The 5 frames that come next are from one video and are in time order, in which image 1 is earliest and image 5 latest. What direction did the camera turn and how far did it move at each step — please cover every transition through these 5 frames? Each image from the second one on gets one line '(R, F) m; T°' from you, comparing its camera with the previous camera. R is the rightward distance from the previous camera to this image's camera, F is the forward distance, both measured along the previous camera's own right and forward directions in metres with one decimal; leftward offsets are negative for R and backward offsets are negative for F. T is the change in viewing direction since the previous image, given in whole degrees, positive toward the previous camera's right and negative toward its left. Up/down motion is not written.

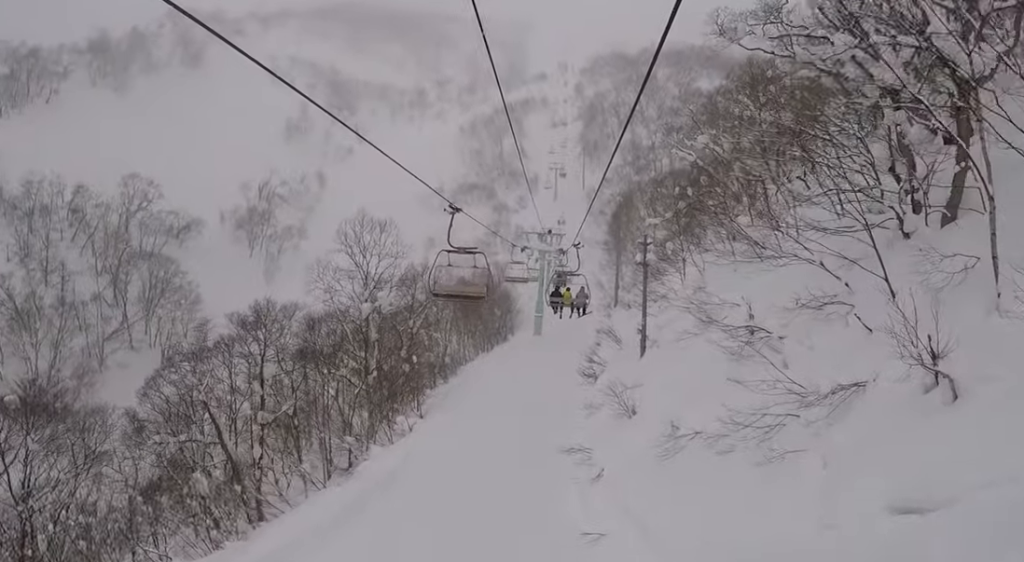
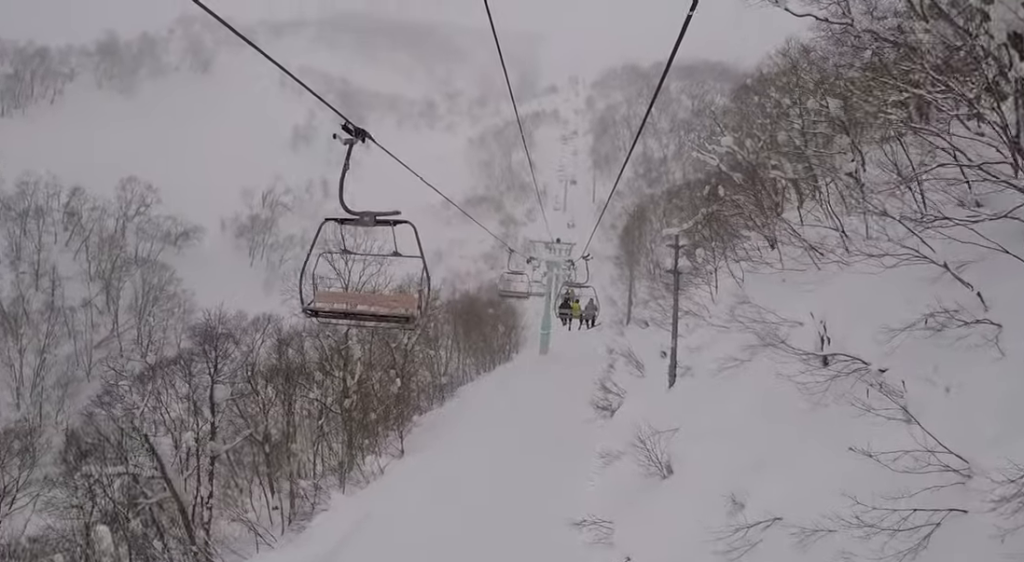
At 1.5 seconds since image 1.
(+0.9, +6.4) m; +3°
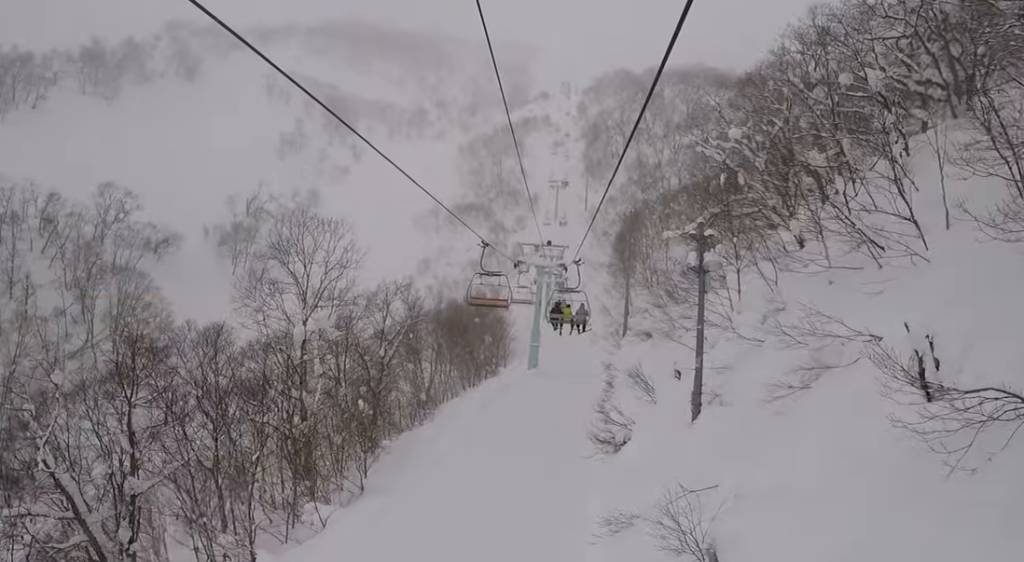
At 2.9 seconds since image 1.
(-0.7, +5.4) m; -4°
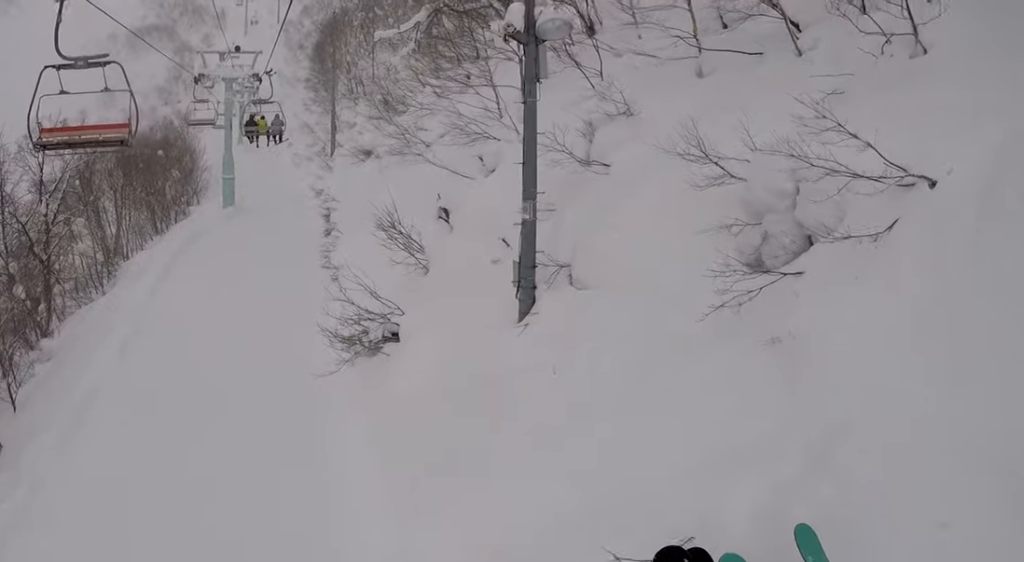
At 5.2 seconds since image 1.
(+0.2, +8.9) m; 0°
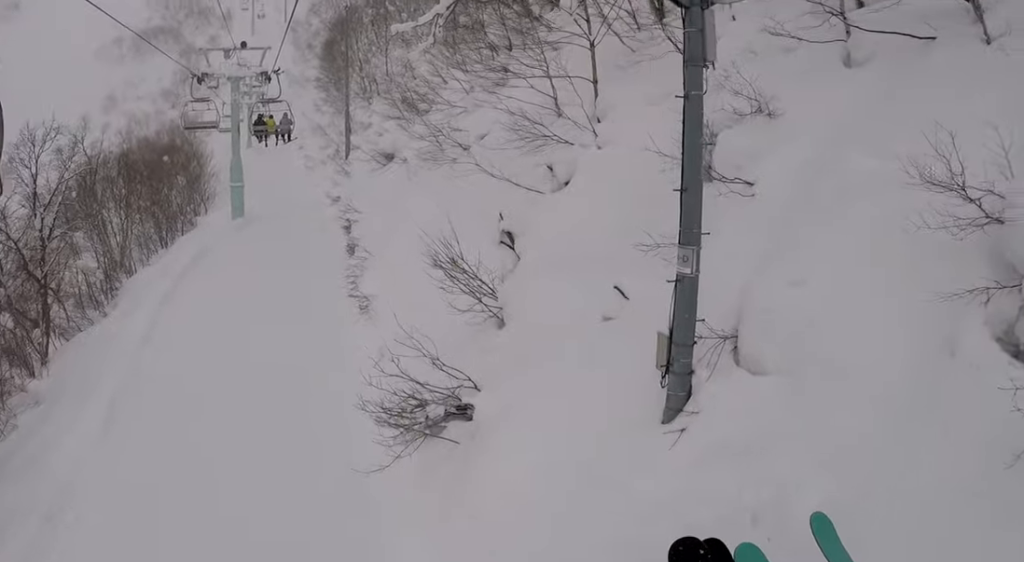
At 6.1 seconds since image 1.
(+0.3, +3.6) m; 0°
